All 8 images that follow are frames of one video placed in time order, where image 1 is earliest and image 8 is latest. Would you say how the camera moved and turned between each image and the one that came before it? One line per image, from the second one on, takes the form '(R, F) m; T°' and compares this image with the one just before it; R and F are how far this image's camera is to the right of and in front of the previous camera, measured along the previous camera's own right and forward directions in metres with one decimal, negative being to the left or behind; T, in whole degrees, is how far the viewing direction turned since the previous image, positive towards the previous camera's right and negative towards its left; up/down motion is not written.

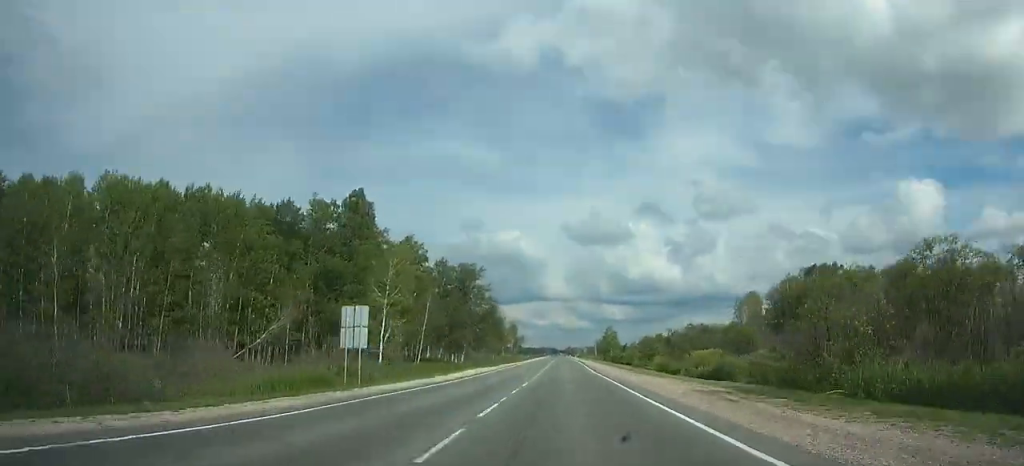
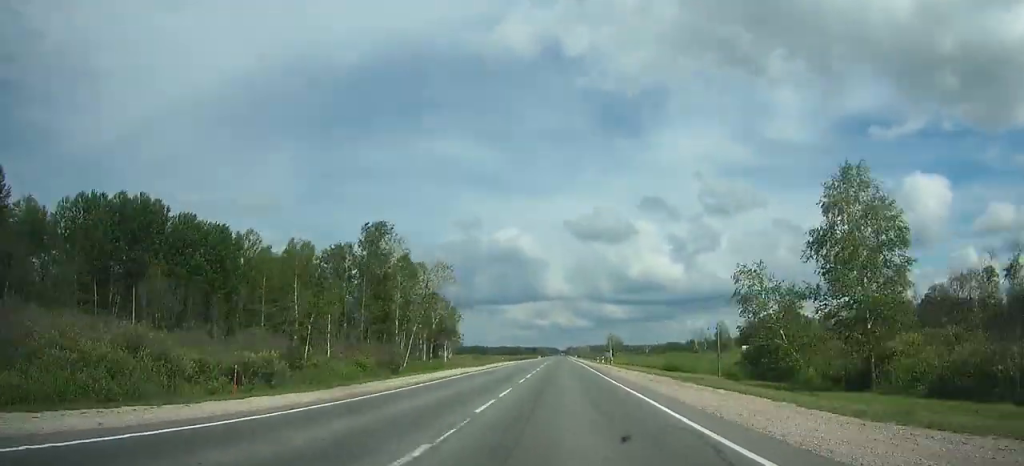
(+0.2, +139.5) m; 0°
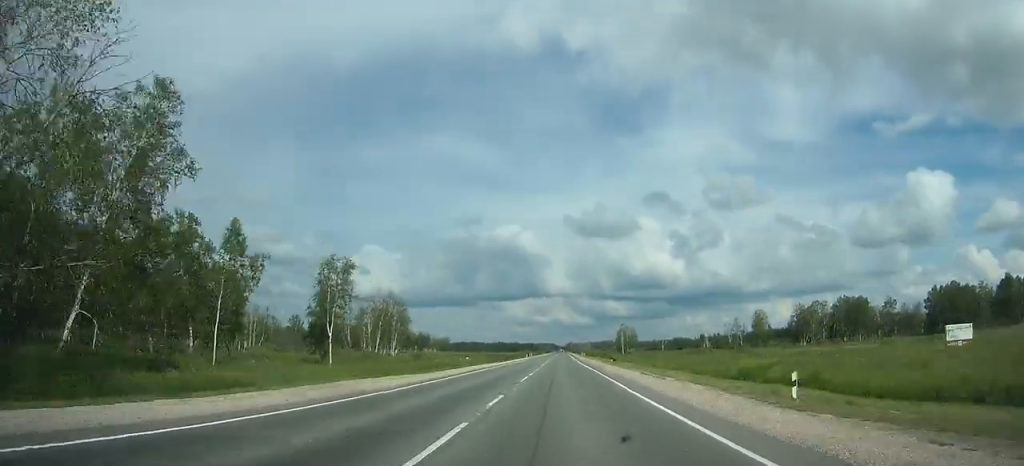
(-0.2, +70.0) m; 0°
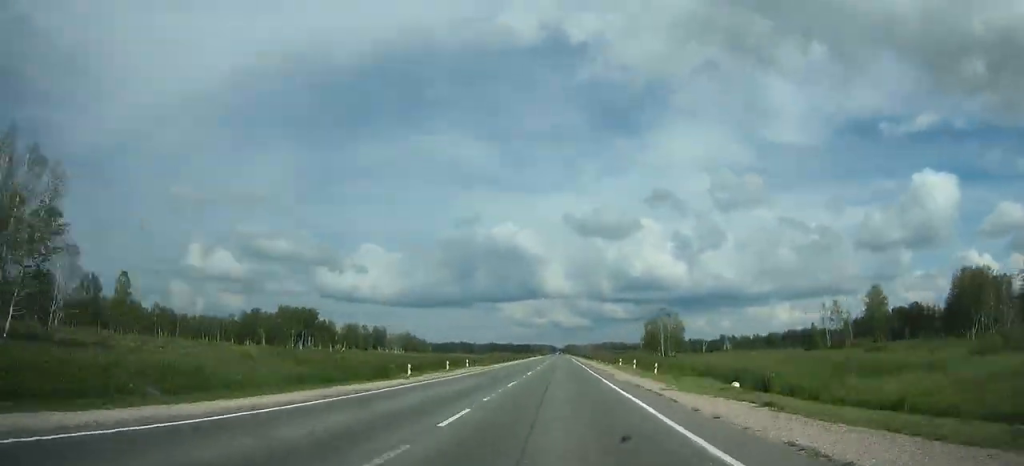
(0.0, +113.5) m; 0°
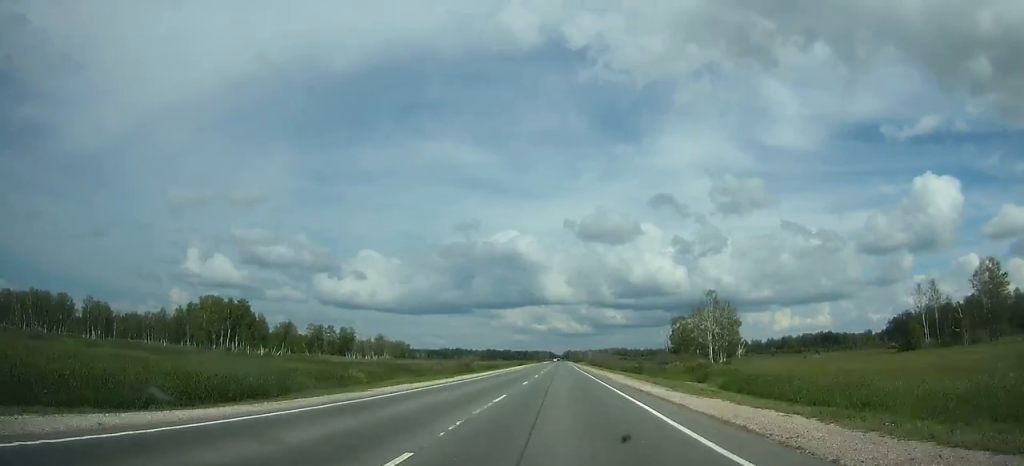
(+0.1, +54.4) m; 0°
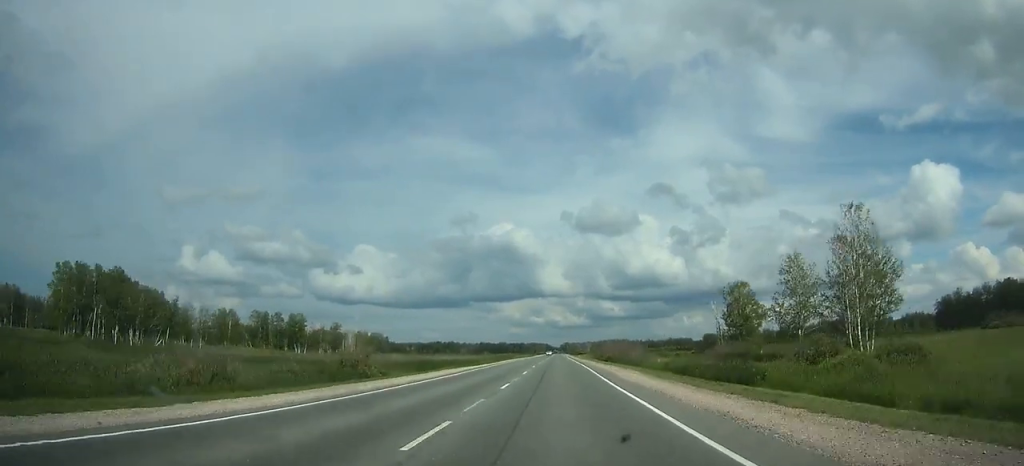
(+0.1, +56.5) m; 0°
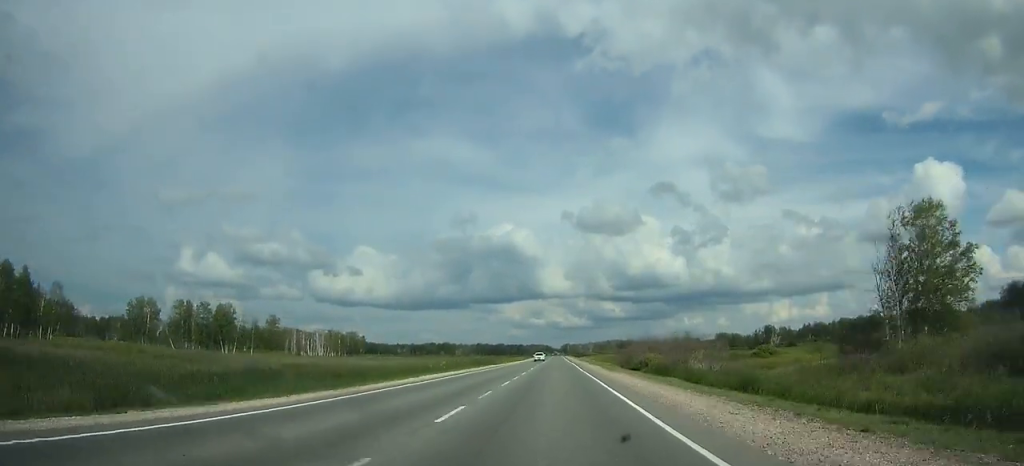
(+0.1, +55.4) m; 0°
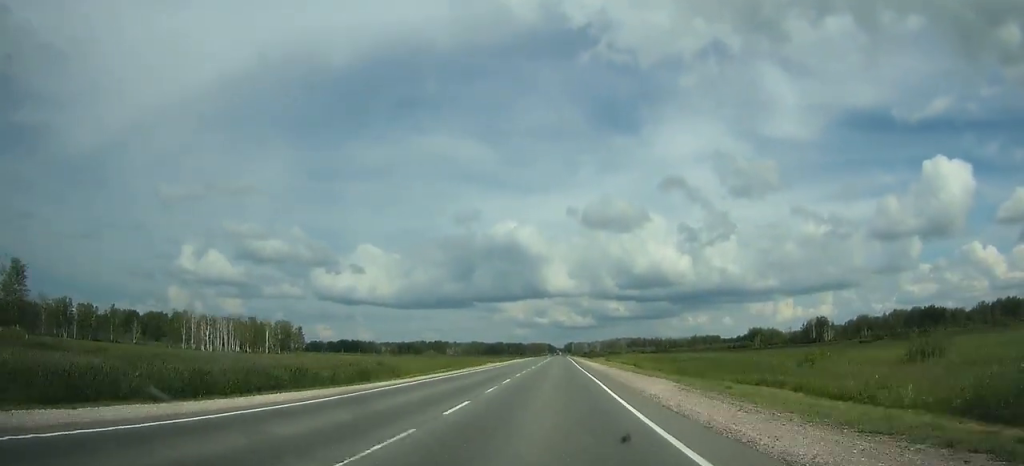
(-0.4, +103.7) m; 0°
